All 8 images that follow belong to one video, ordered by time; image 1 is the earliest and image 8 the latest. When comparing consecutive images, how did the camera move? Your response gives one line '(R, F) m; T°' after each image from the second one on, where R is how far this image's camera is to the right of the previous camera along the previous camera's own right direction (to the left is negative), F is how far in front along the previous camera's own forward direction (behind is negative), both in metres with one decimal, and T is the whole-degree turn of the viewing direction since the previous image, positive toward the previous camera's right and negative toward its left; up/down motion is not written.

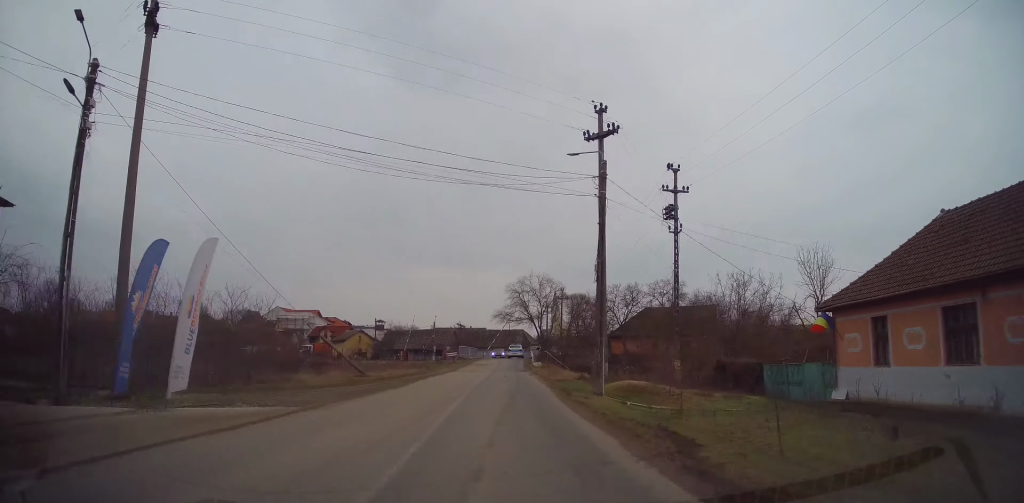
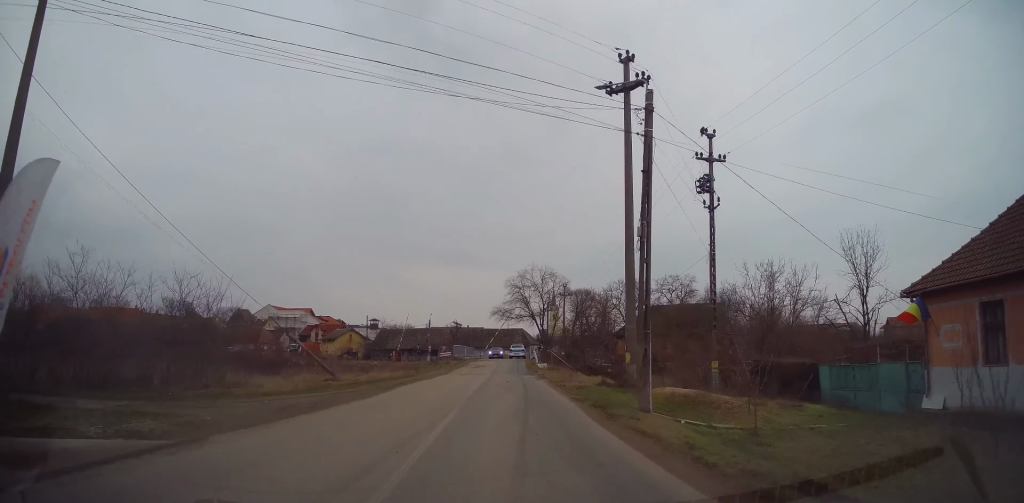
(-0.1, +5.2) m; 0°
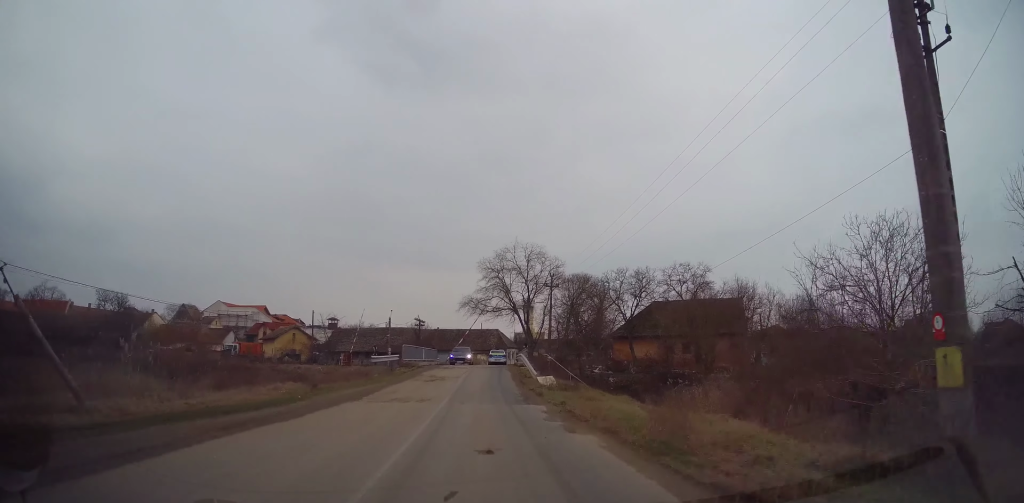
(+0.2, +17.9) m; +2°
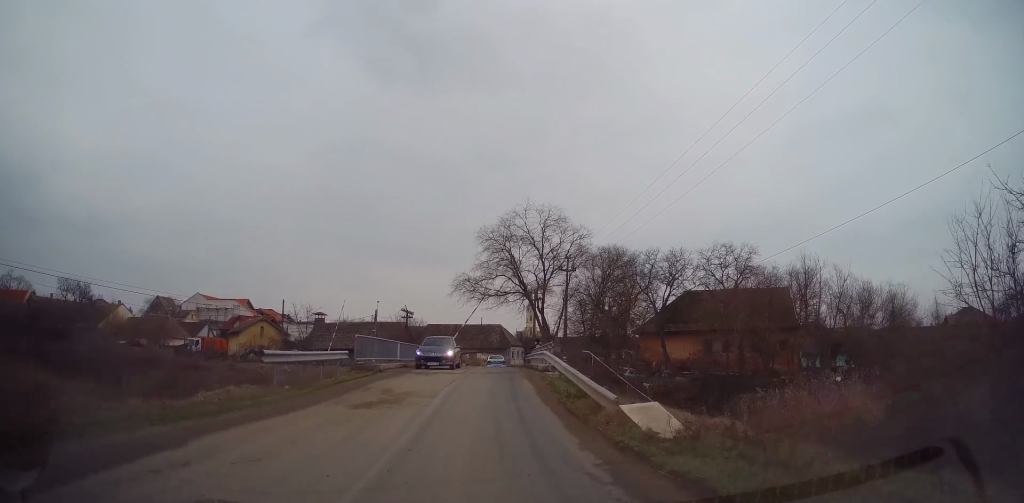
(0.0, +14.1) m; -1°
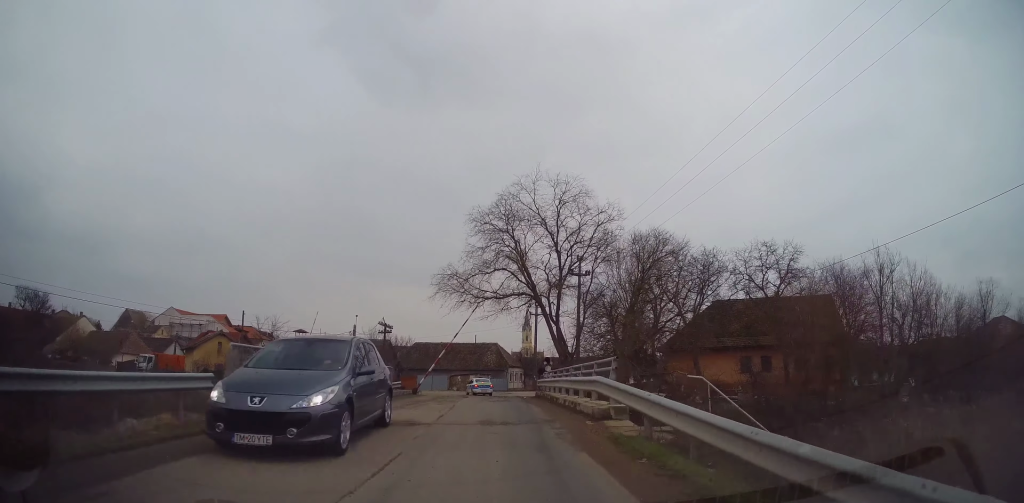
(-0.1, +11.5) m; +1°
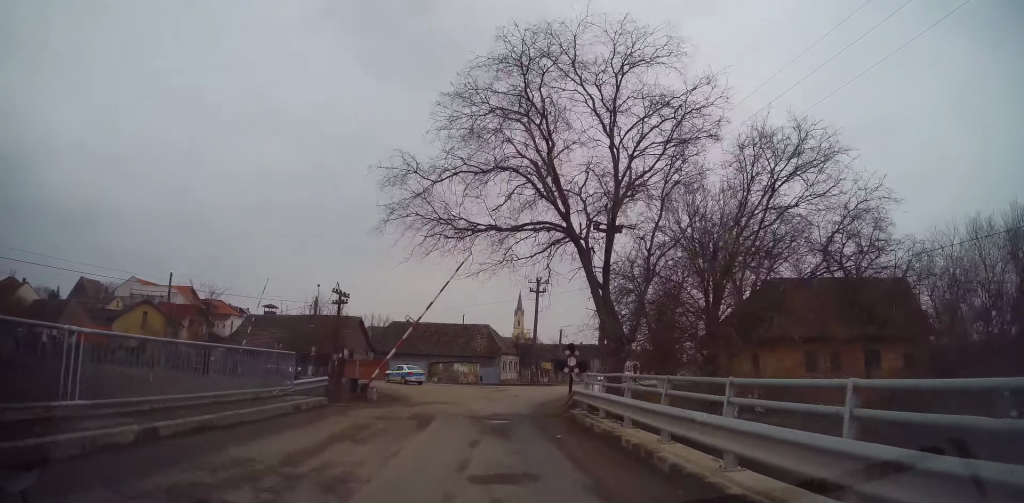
(+0.2, +14.2) m; +2°
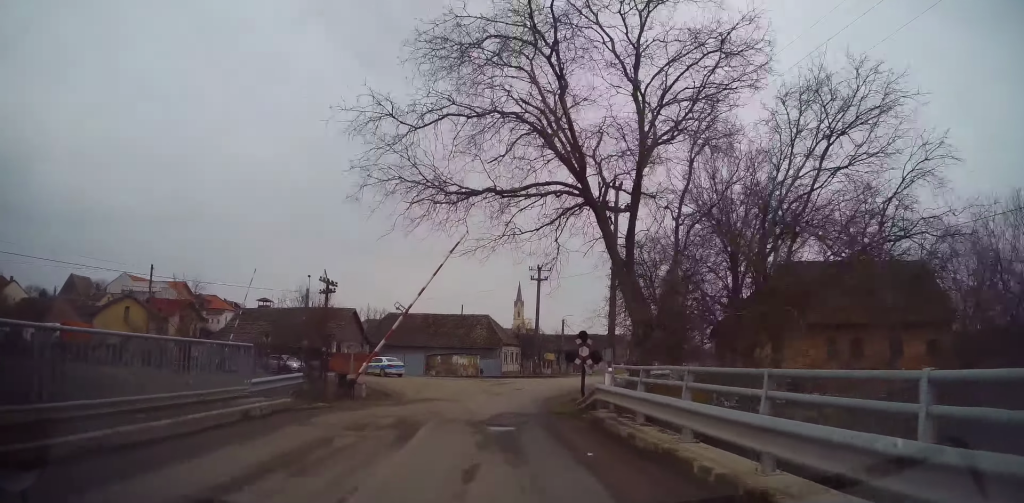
(-0.1, +2.9) m; +2°
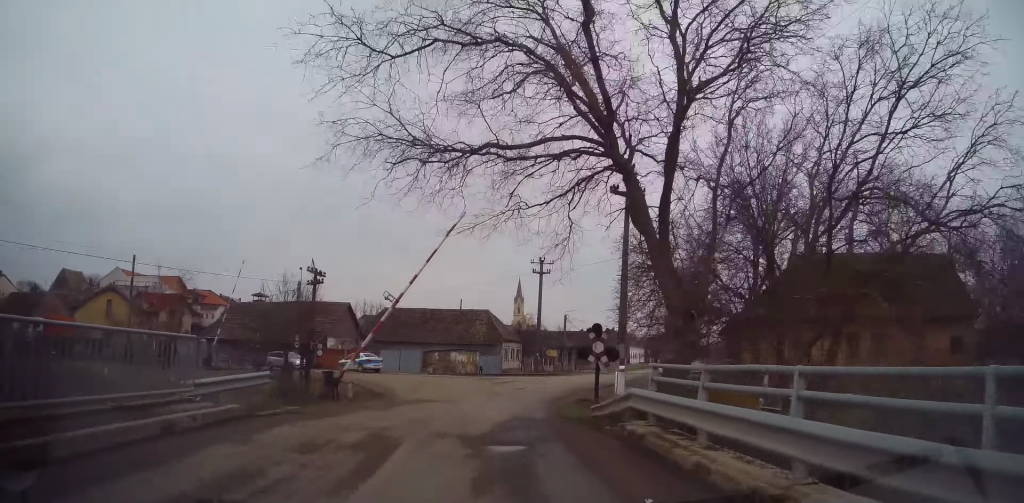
(0.0, +2.7) m; +2°
